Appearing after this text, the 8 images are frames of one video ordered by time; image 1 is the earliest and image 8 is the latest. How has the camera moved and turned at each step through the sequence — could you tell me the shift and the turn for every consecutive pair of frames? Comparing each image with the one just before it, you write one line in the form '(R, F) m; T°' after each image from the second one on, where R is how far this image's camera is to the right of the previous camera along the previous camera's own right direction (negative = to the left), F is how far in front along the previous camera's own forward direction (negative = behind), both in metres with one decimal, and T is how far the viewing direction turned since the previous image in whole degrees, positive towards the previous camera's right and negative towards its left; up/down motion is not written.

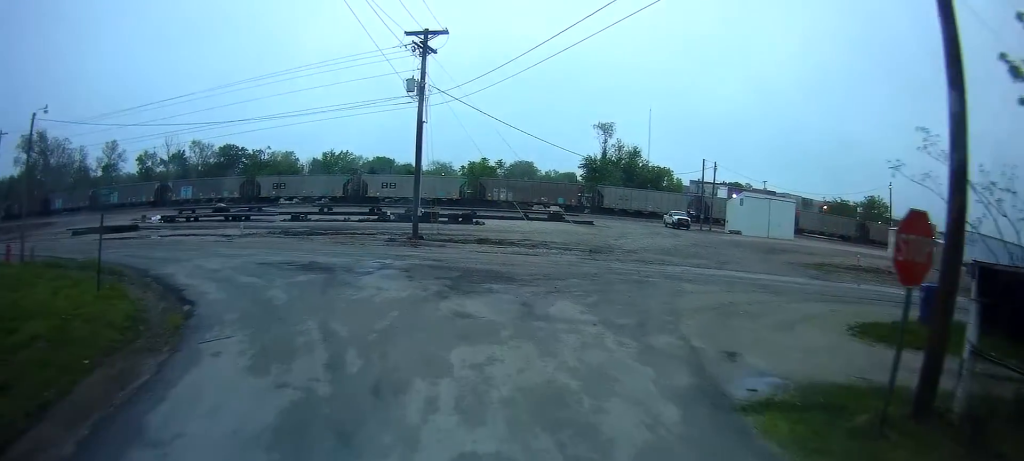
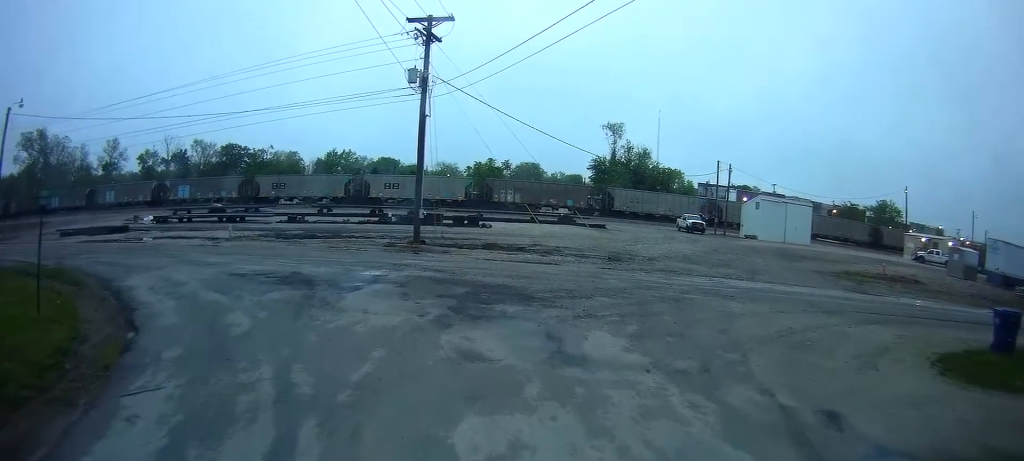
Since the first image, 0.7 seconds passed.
(0.0, +2.4) m; -2°
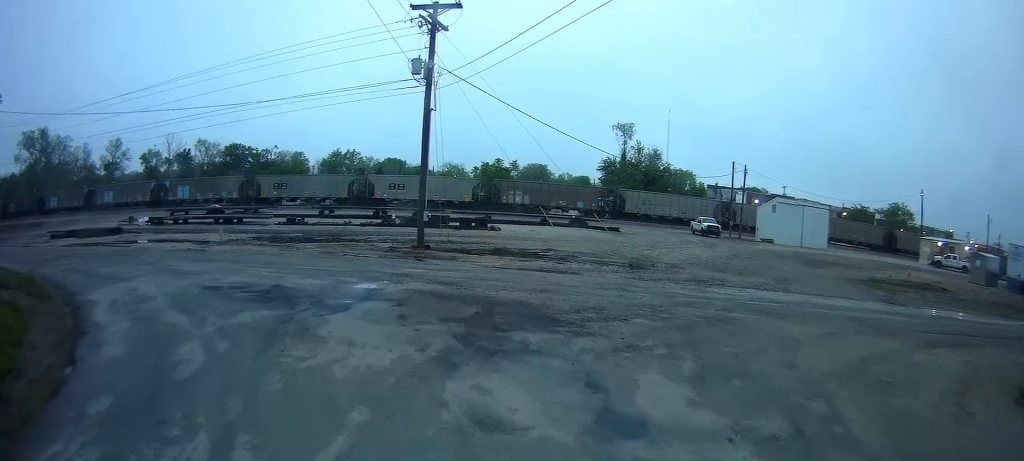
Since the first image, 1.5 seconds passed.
(-0.1, +2.2) m; -6°
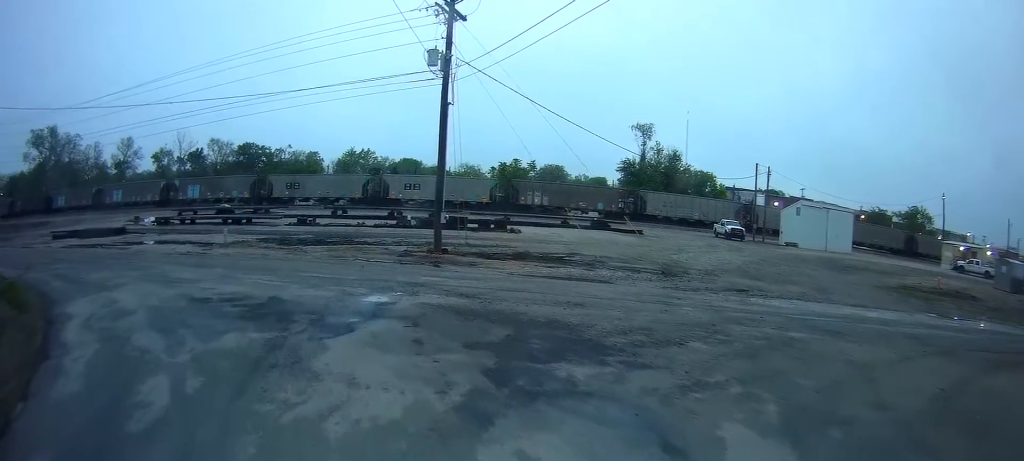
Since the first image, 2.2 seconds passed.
(-0.1, +1.7) m; -6°
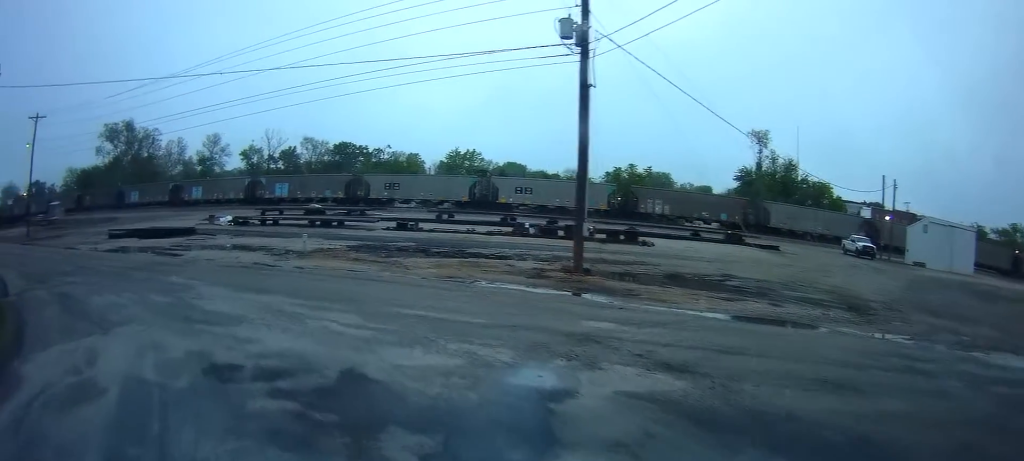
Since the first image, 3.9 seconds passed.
(-0.4, +4.5) m; -4°
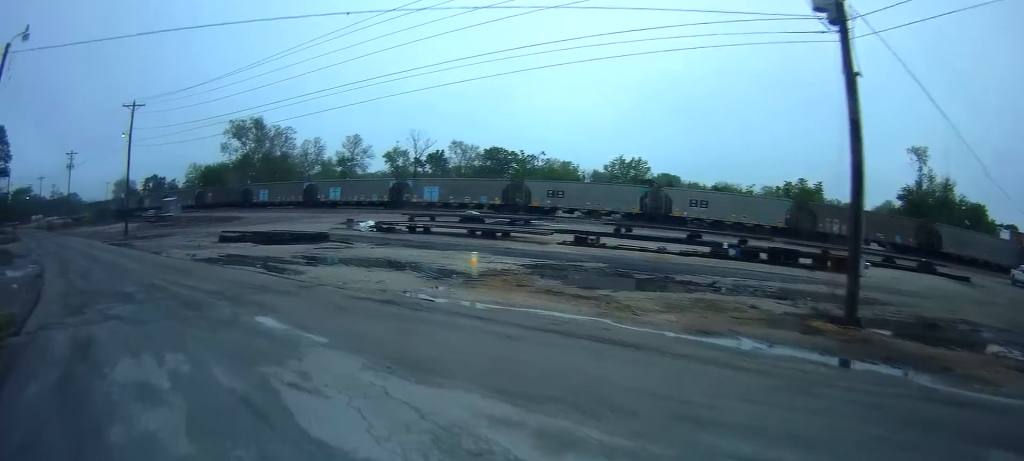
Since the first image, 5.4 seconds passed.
(-0.5, +6.0) m; -13°
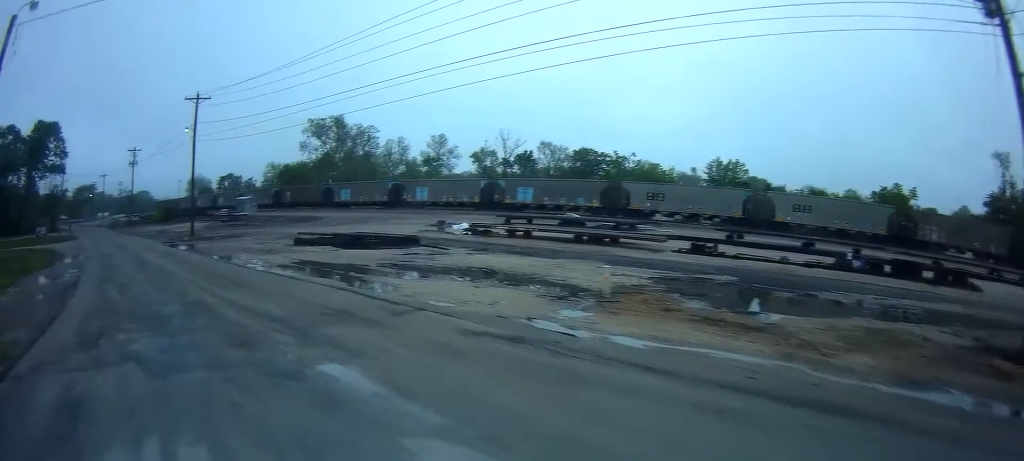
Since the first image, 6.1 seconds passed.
(-0.2, +2.8) m; -8°
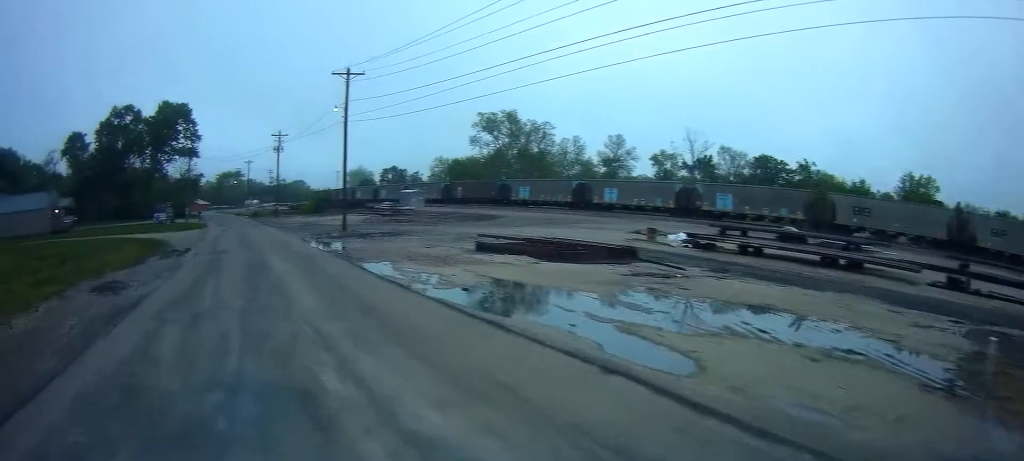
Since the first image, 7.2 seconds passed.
(-0.7, +5.9) m; -14°
